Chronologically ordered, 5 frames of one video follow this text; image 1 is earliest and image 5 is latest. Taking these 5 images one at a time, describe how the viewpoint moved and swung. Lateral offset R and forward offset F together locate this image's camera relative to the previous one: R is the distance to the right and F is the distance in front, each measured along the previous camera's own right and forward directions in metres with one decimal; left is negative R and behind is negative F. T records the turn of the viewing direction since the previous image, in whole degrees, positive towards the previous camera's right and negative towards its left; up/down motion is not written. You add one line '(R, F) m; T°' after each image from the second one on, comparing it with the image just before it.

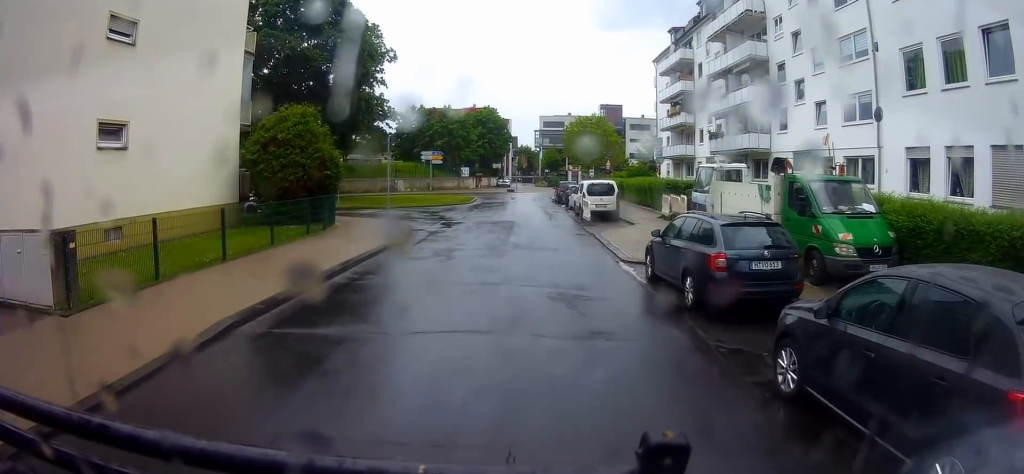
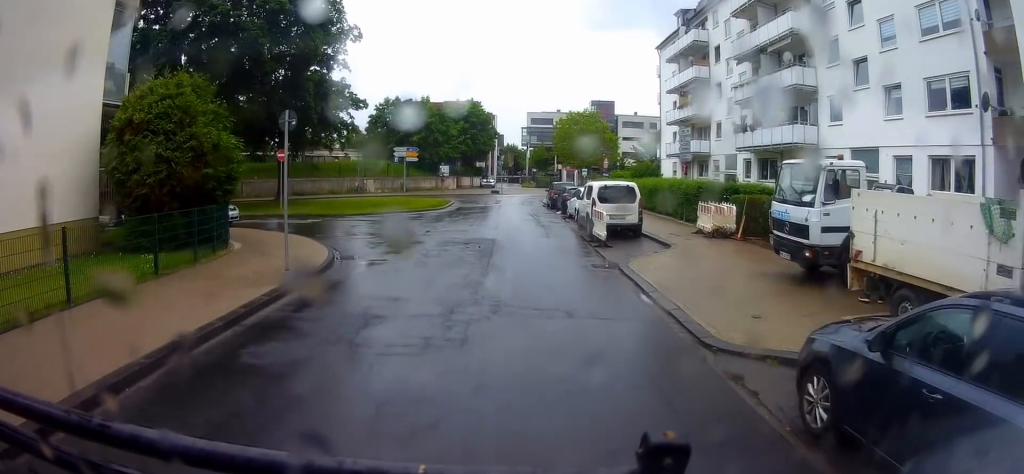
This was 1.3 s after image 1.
(0.0, +5.2) m; 0°
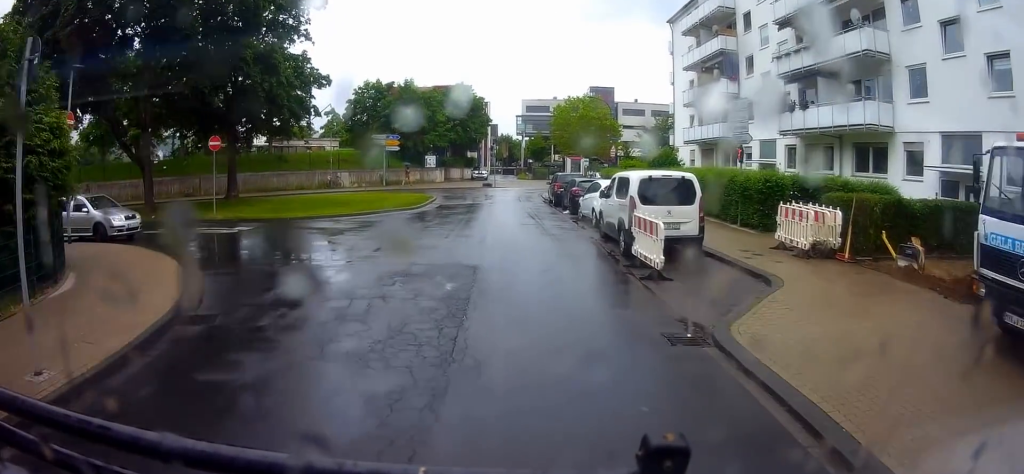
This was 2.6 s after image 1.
(-0.1, +5.1) m; -4°
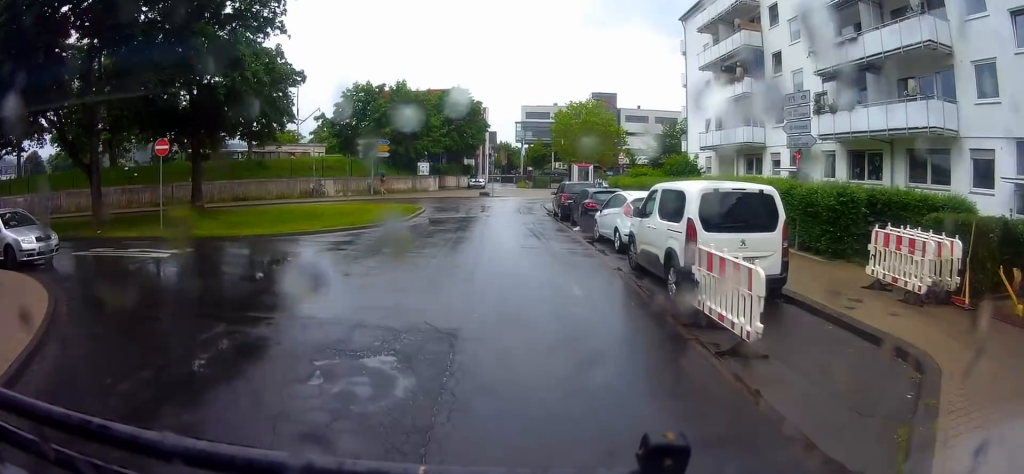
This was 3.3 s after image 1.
(-0.1, +3.2) m; -4°
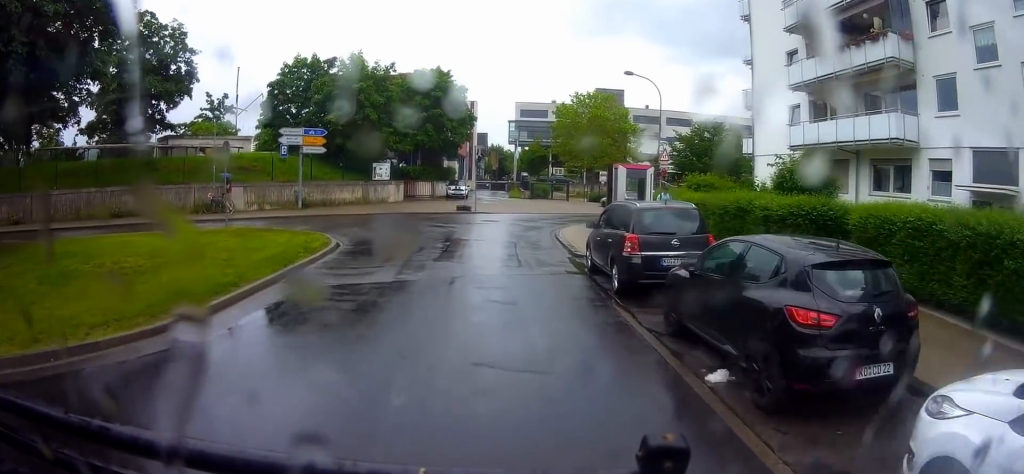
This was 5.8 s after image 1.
(+0.1, +13.5) m; +2°
